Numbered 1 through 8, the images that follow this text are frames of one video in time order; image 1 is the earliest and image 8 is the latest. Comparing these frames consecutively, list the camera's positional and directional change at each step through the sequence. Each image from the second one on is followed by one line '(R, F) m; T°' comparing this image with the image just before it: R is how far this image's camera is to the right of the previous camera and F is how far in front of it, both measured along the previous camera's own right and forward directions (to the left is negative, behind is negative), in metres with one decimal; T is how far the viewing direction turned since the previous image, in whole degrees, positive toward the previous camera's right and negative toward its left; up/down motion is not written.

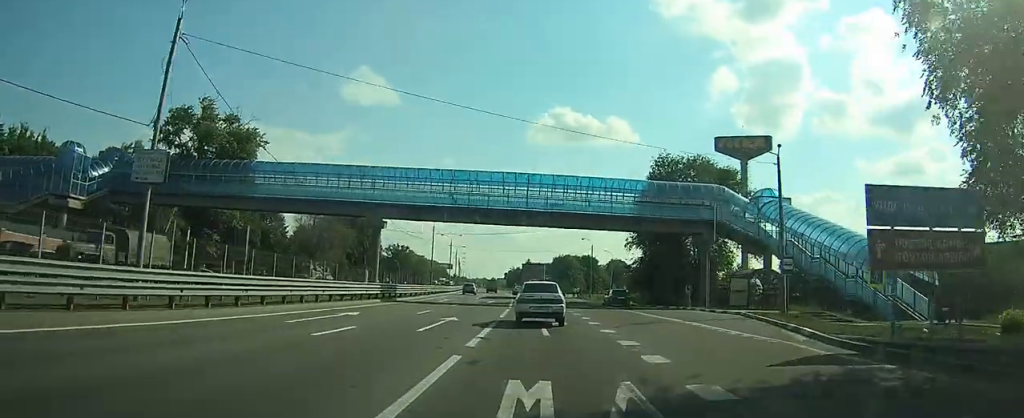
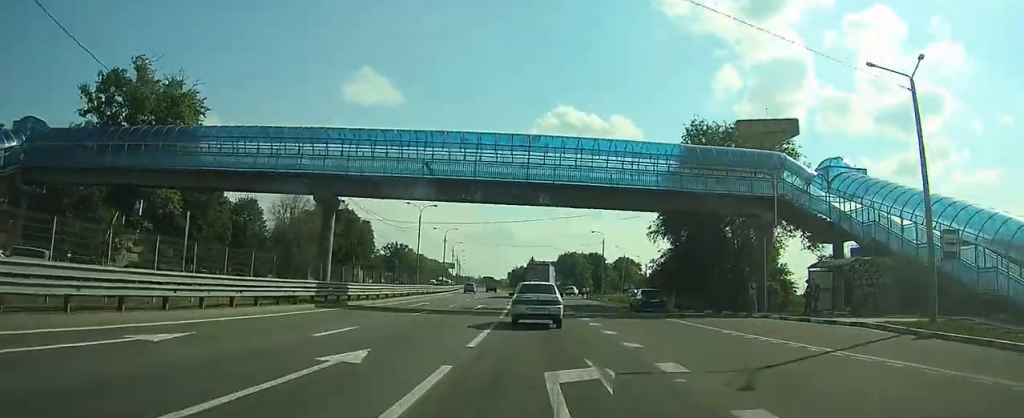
(-0.1, +11.3) m; -1°
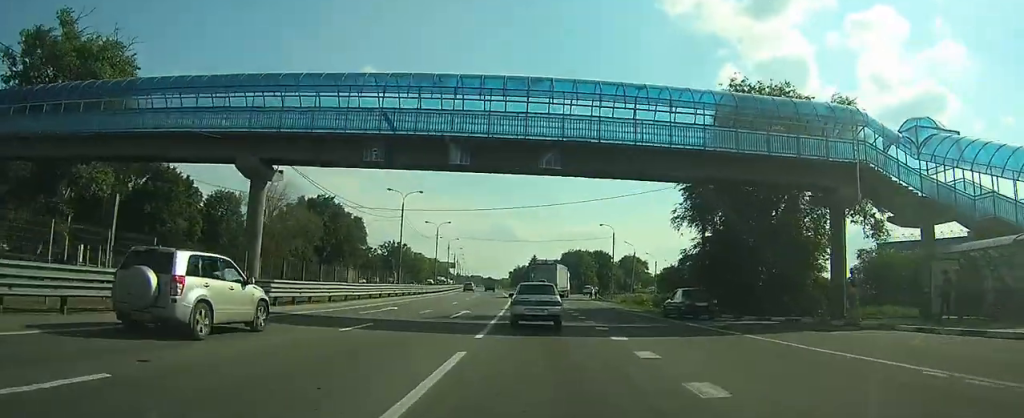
(-0.1, +9.5) m; 0°
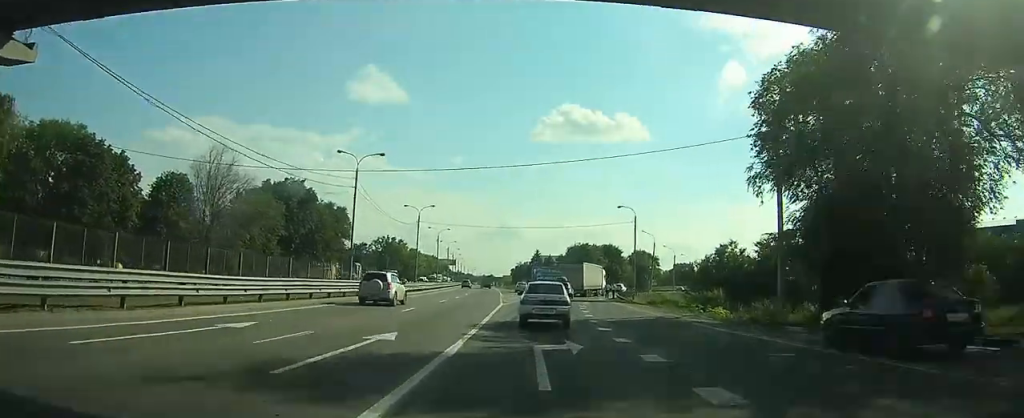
(0.0, +15.9) m; 0°
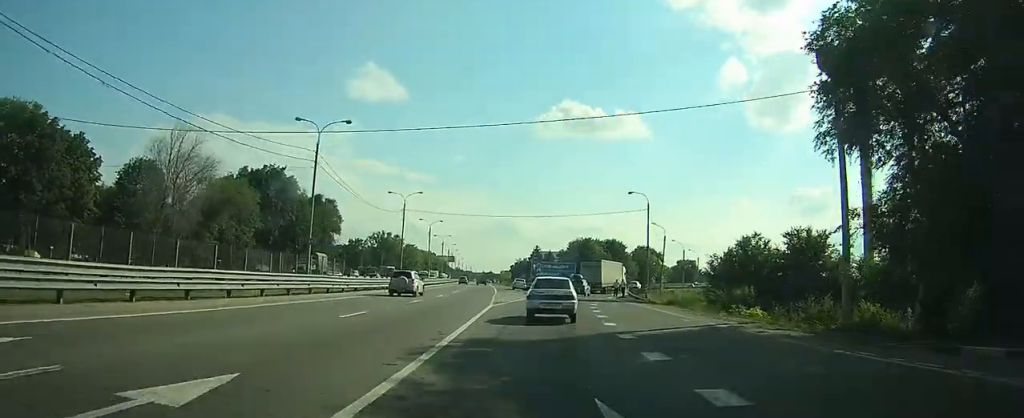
(0.0, +7.7) m; 0°
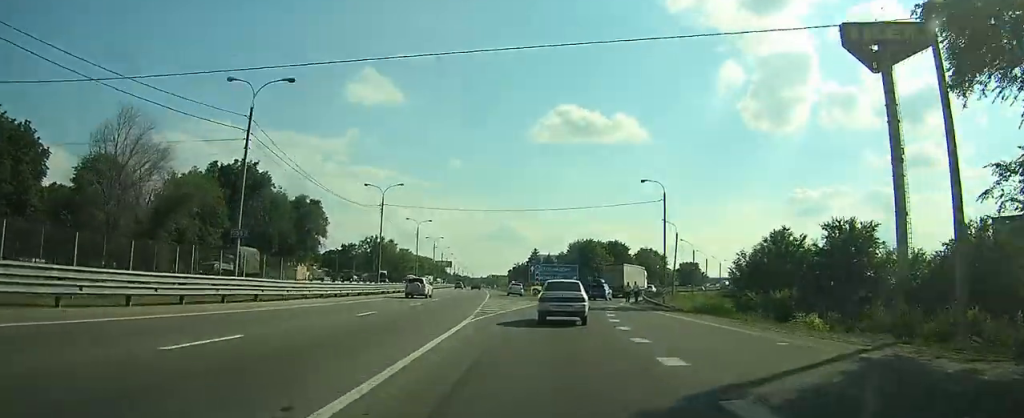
(0.0, +8.1) m; 0°
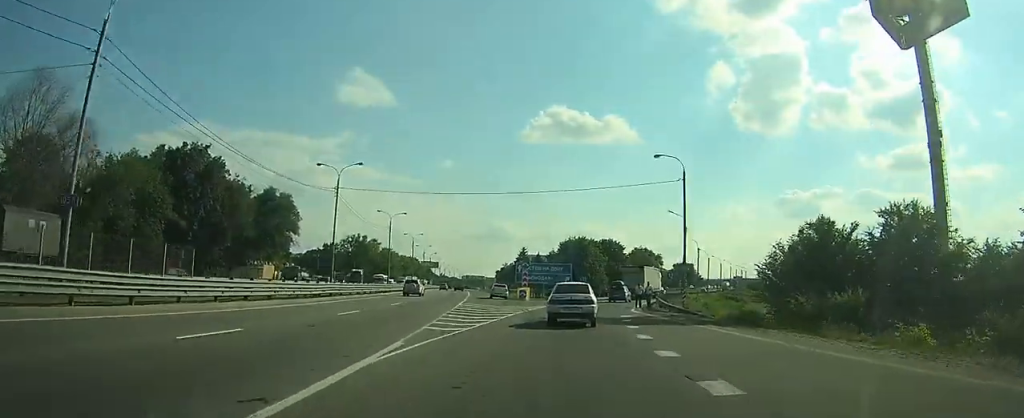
(0.0, +9.8) m; 0°
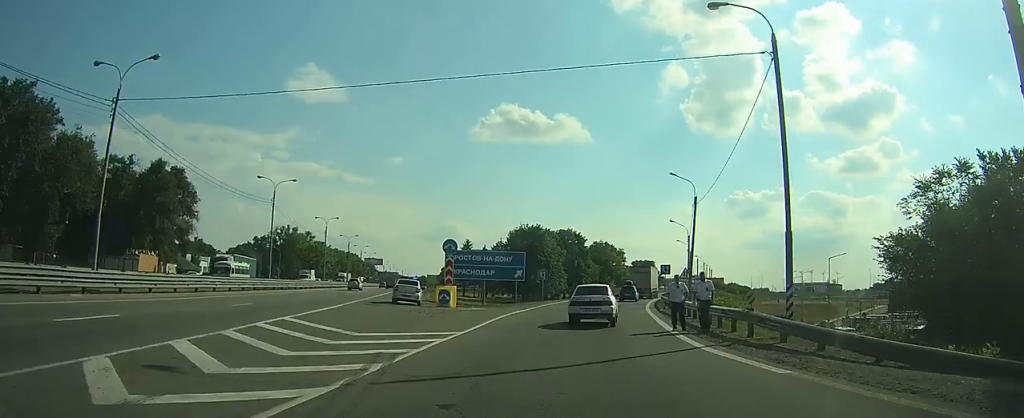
(+0.2, +21.8) m; +1°
